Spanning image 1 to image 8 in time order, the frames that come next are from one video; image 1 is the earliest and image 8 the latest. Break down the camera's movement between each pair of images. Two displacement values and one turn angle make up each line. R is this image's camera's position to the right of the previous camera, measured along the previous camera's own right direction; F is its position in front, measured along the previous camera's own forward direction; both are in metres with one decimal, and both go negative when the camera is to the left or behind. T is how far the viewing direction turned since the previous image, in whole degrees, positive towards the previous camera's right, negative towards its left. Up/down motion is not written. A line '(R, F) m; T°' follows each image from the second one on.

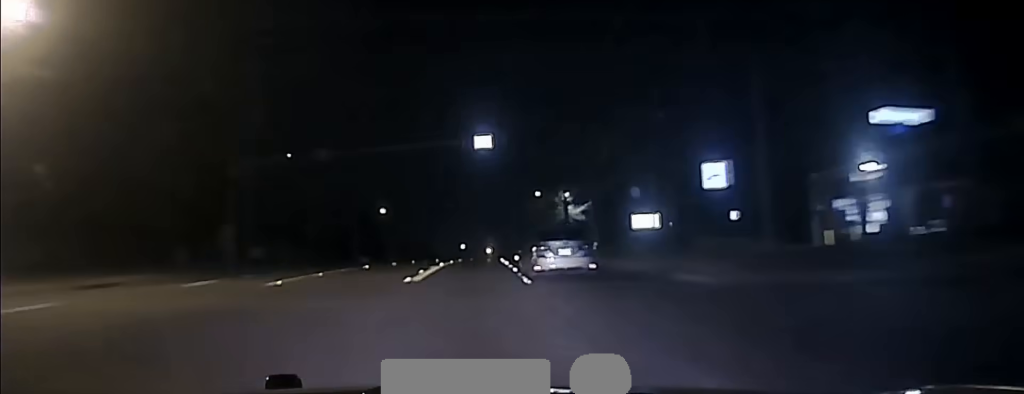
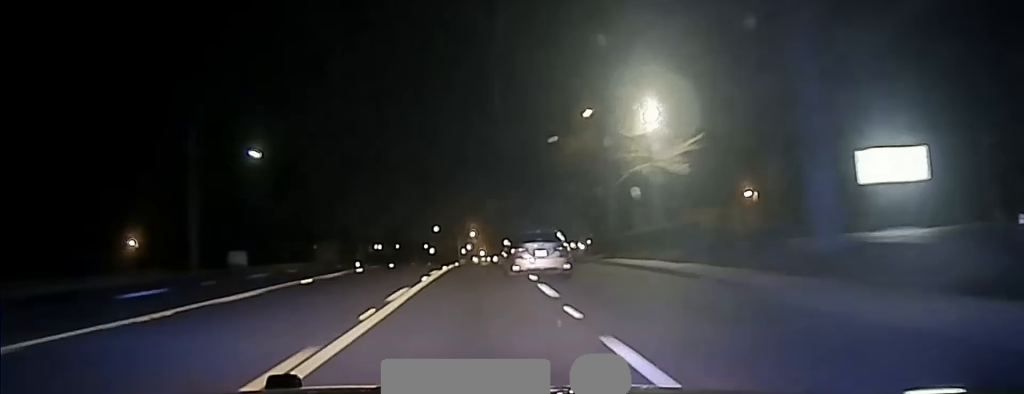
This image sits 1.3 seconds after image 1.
(+0.3, +66.4) m; +1°
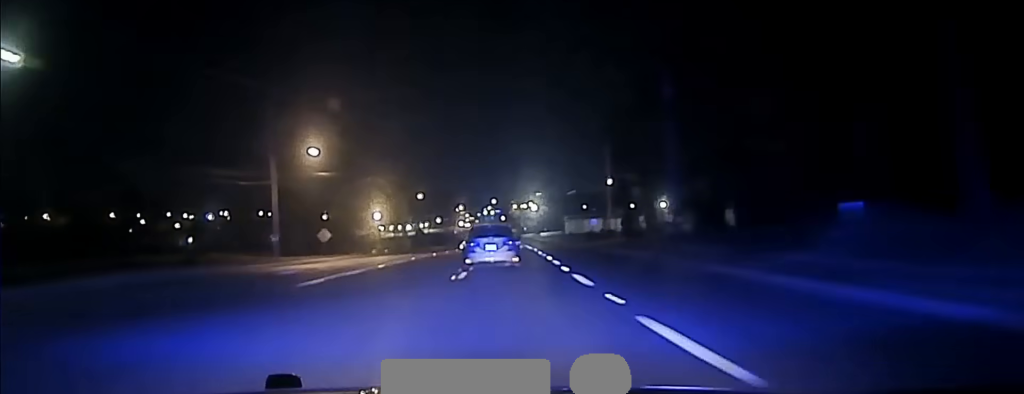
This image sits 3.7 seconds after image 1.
(+7.4, +129.6) m; +6°
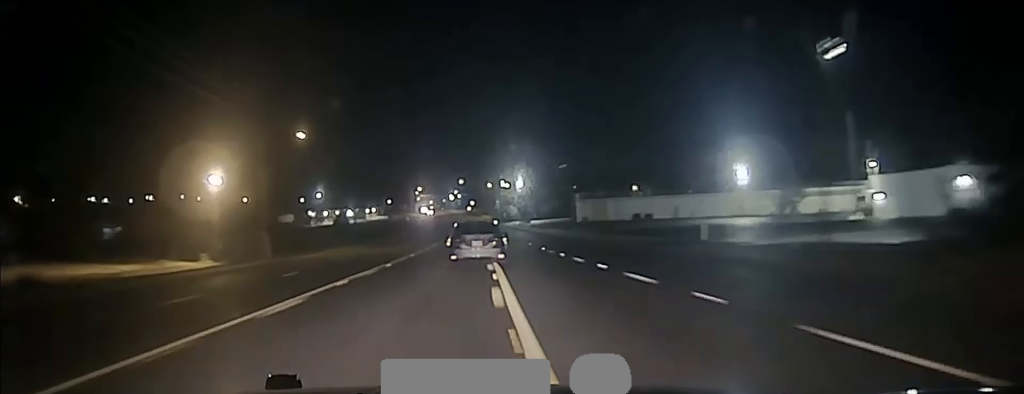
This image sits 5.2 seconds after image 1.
(+1.4, +86.4) m; +2°
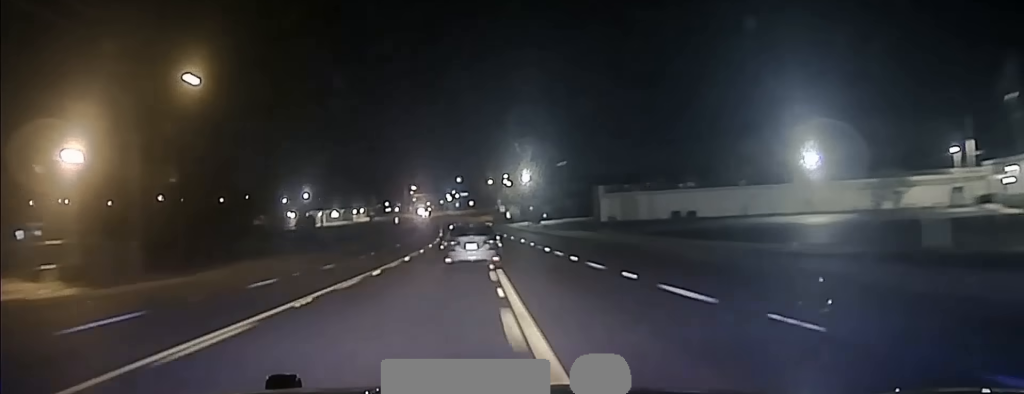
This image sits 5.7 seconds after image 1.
(+0.1, +30.4) m; 0°
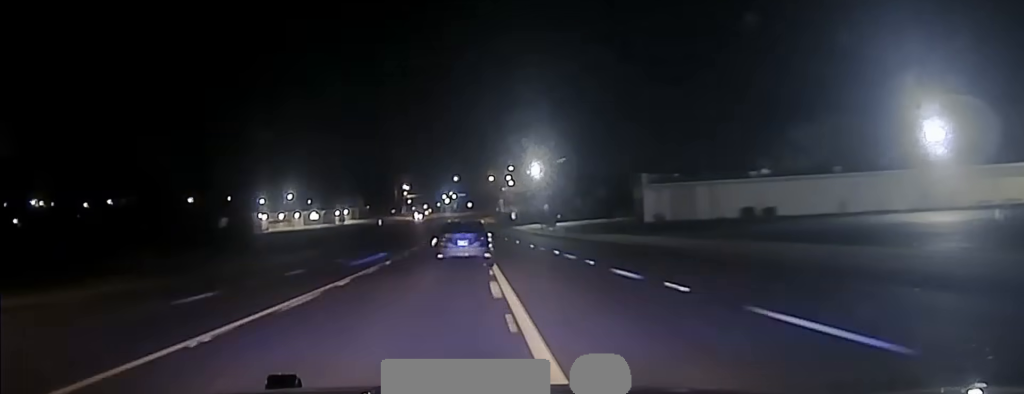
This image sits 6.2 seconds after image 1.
(+0.1, +28.5) m; 0°
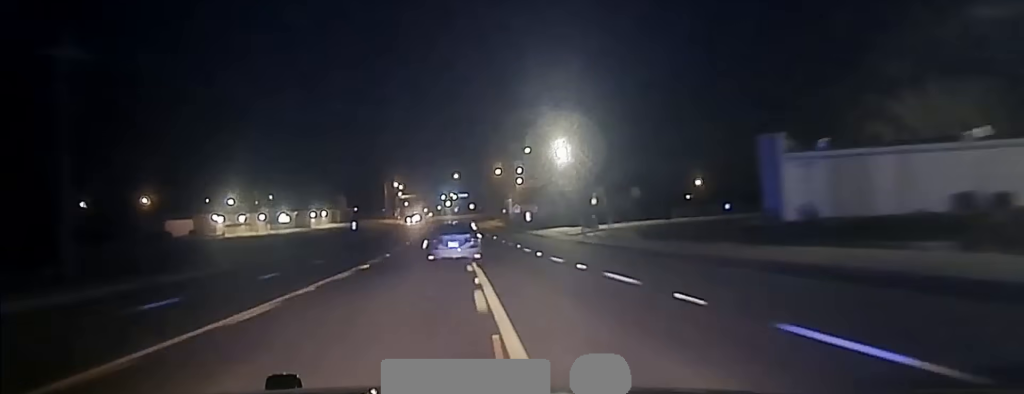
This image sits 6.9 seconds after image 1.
(-0.2, +38.2) m; 0°
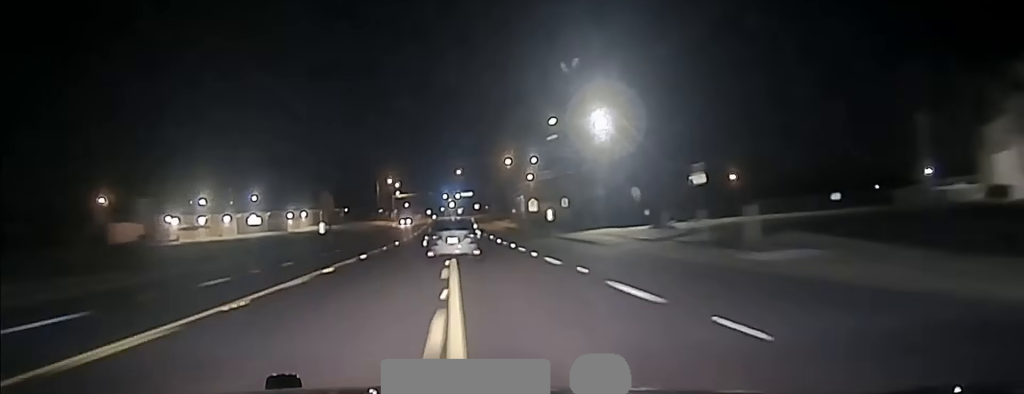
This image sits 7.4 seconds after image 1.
(0.0, +29.6) m; 0°
